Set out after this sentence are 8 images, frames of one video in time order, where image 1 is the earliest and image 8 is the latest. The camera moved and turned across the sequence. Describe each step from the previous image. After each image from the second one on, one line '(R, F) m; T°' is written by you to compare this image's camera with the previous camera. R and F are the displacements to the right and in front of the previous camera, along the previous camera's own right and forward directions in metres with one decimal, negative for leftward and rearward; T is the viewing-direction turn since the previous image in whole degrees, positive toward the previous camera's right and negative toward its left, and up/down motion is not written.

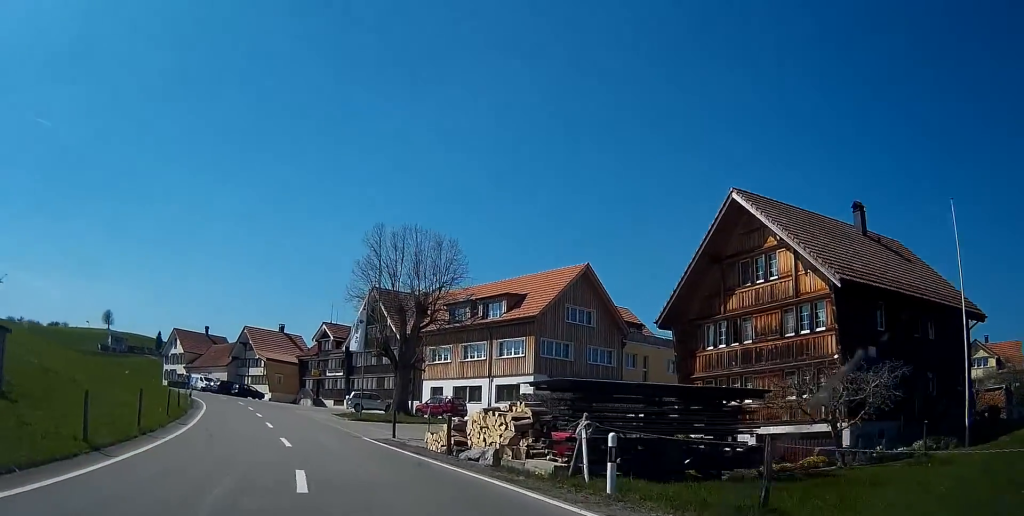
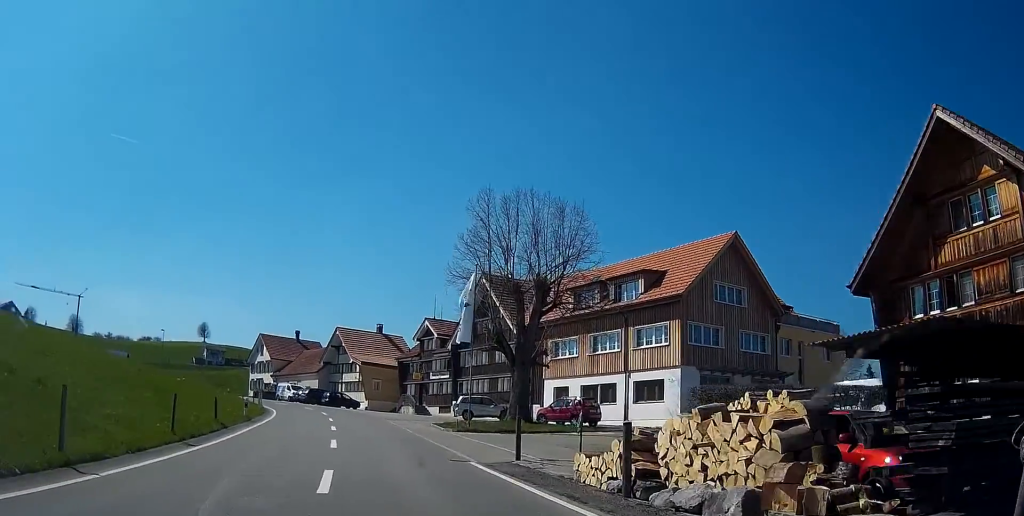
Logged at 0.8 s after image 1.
(-0.1, +8.5) m; -9°
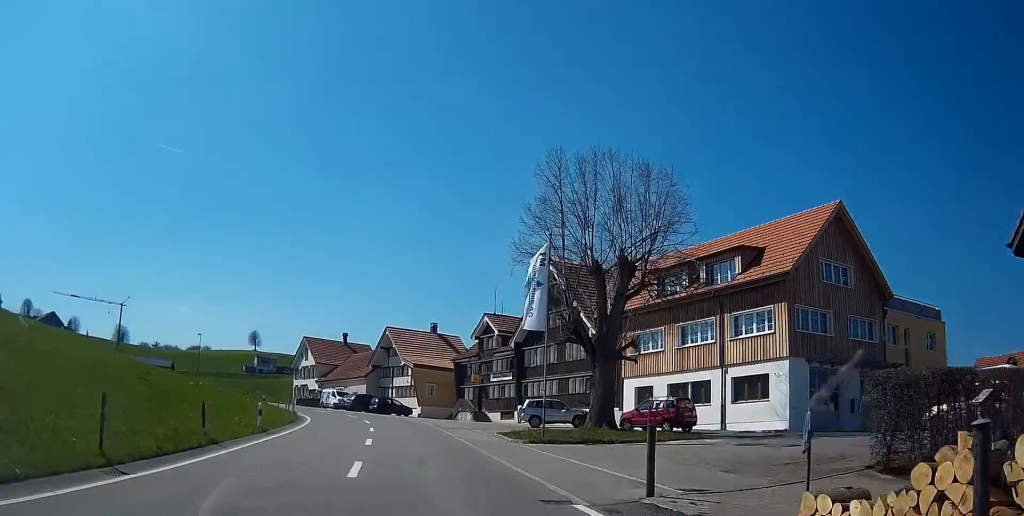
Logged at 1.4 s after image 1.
(-0.4, +6.3) m; -8°
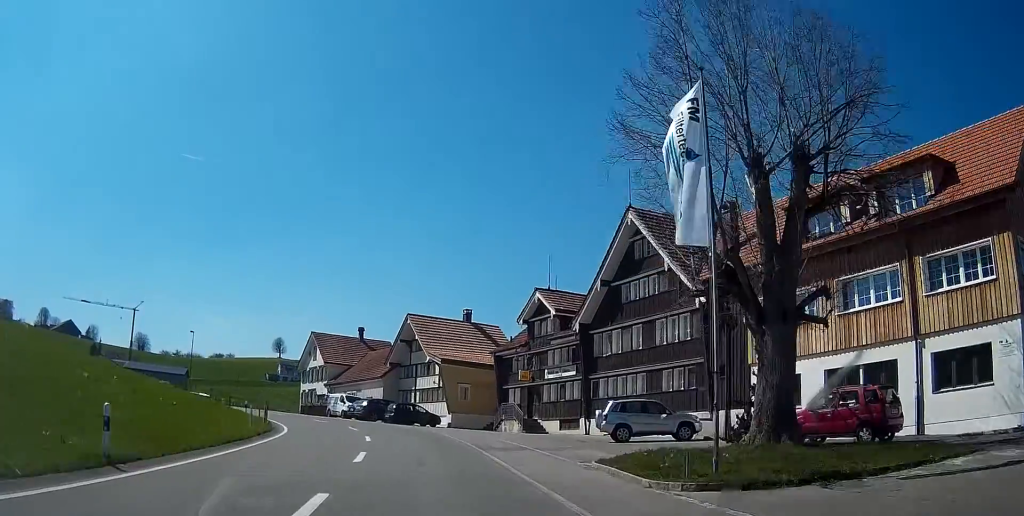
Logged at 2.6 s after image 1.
(-2.1, +13.6) m; -10°
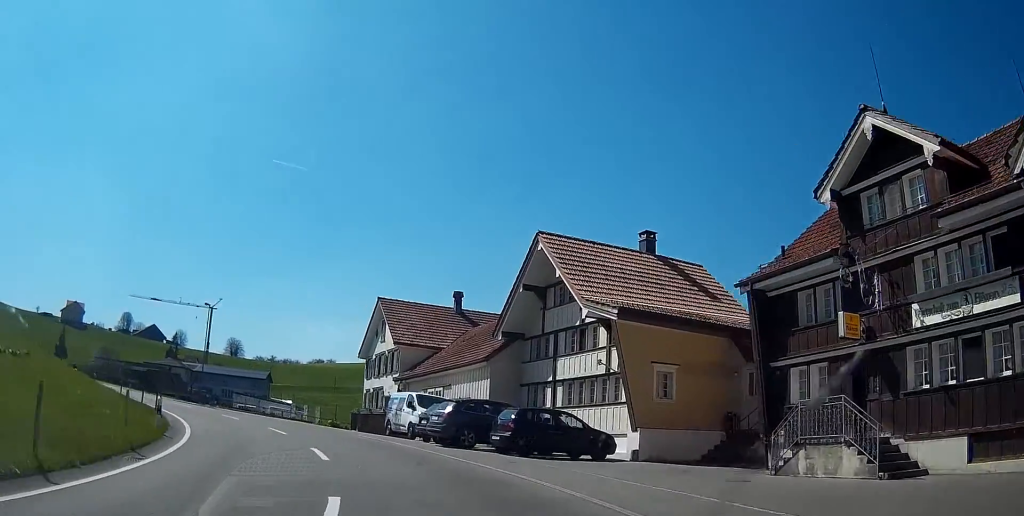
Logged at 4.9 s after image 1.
(-2.6, +26.5) m; -11°
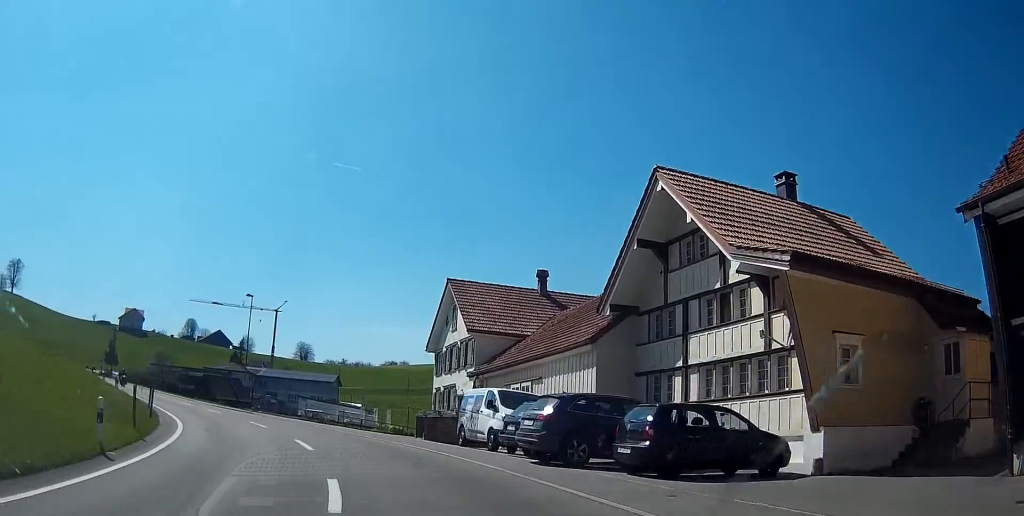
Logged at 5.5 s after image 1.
(-0.2, +7.3) m; -5°
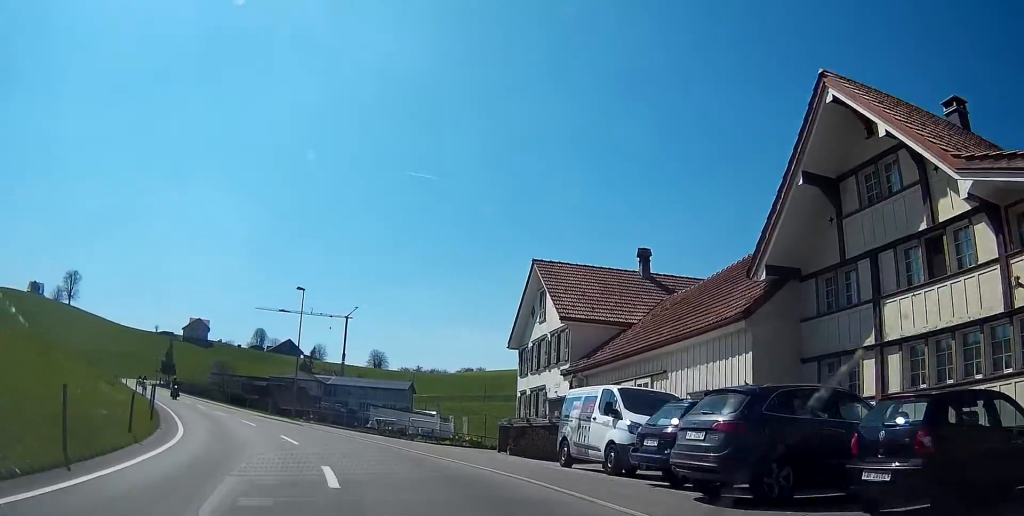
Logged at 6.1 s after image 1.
(+0.4, +6.5) m; -5°
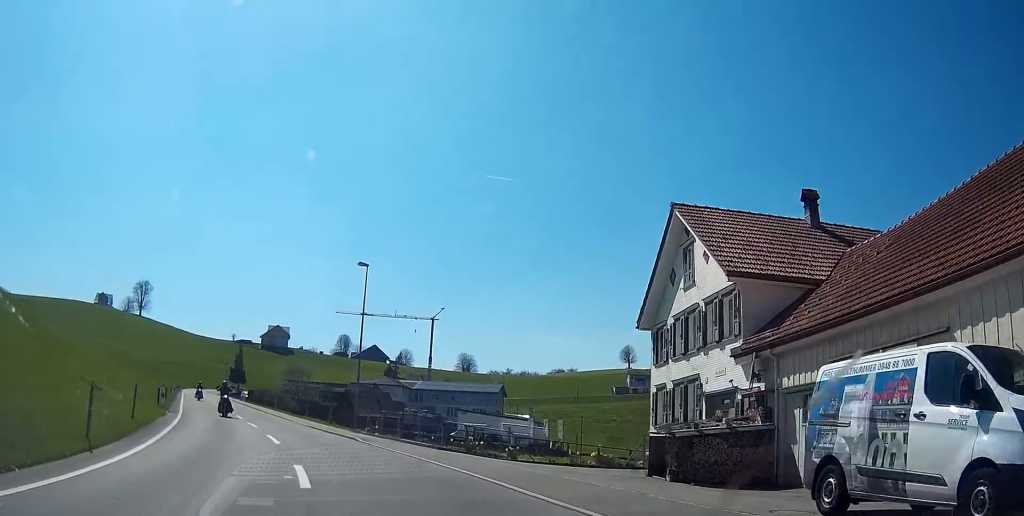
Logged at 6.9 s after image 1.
(-1.3, +9.0) m; -7°
